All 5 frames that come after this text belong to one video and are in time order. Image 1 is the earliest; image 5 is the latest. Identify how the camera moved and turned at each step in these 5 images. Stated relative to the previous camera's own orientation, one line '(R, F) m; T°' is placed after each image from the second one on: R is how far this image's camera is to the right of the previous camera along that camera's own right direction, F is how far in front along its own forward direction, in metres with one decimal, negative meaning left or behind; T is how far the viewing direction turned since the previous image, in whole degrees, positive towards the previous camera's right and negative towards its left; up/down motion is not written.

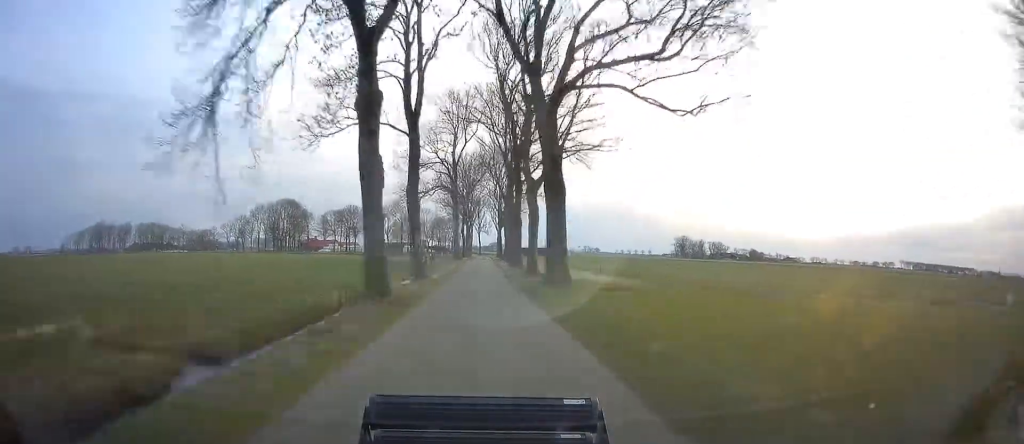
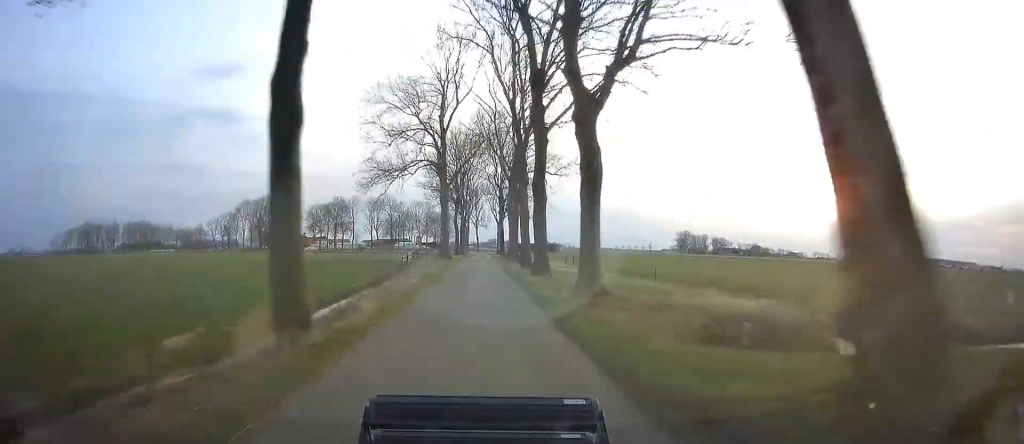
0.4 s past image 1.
(0.0, +15.6) m; 0°
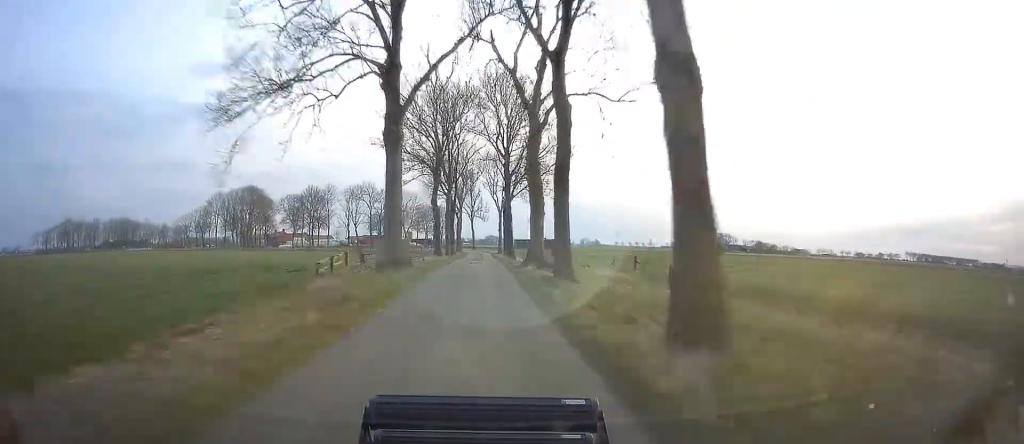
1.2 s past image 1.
(0.0, +26.0) m; +1°
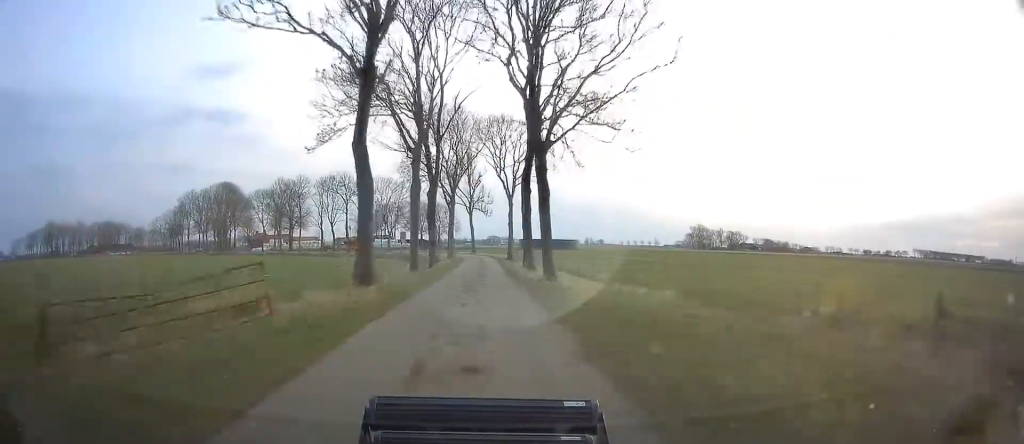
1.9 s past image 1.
(+0.4, +25.0) m; 0°
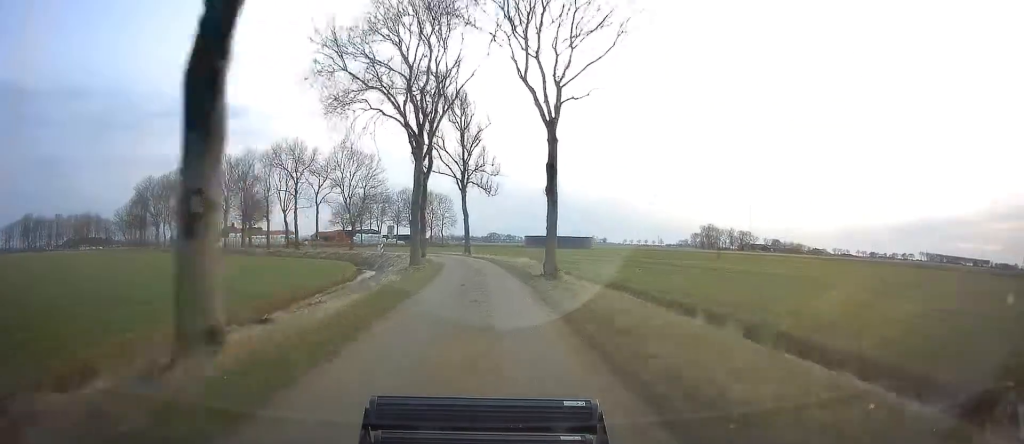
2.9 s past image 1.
(-0.2, +31.3) m; -1°
